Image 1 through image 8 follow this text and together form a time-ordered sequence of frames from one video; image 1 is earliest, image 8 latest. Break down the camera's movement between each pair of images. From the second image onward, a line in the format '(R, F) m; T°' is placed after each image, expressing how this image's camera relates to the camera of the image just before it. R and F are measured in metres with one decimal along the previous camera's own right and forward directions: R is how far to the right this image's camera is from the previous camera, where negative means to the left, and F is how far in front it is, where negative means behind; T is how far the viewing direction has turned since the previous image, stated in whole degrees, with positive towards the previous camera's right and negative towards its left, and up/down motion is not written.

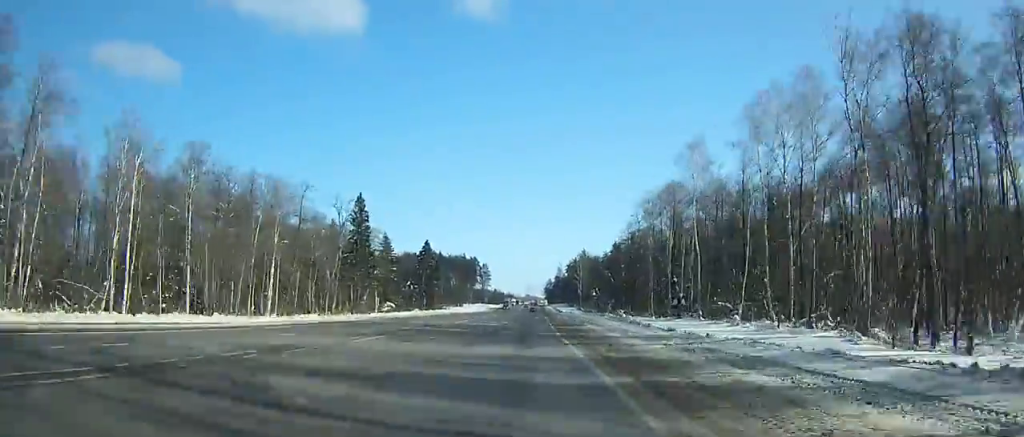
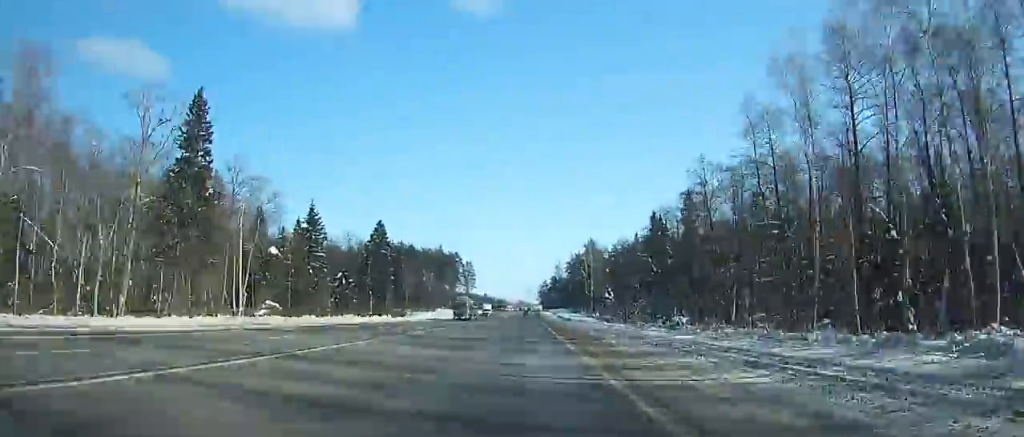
(+0.1, +62.6) m; 0°
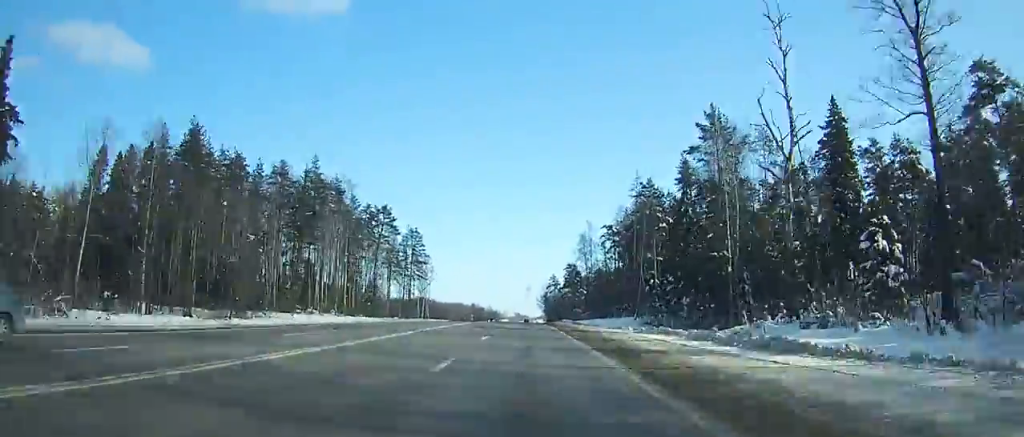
(+0.9, +154.3) m; +1°
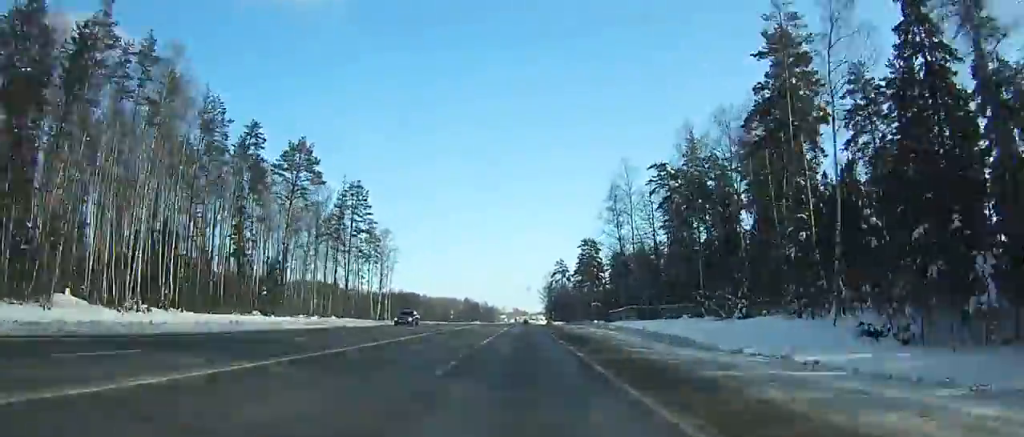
(+0.1, +60.3) m; 0°
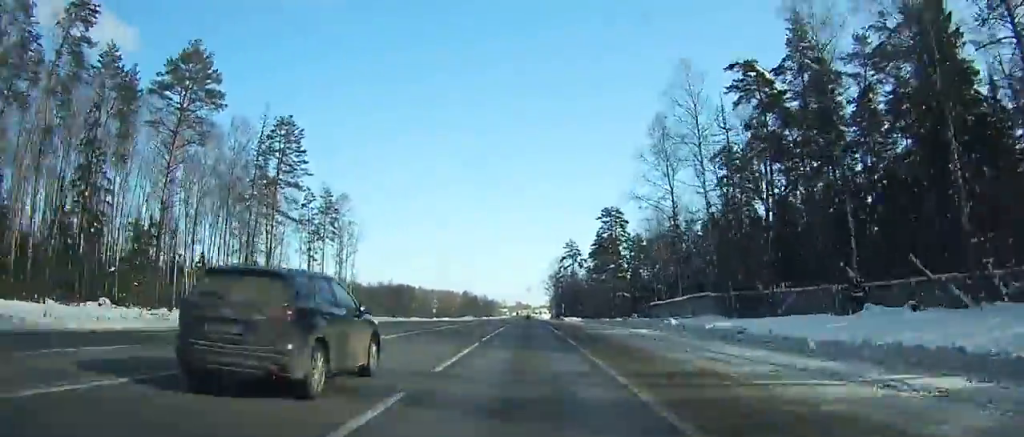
(0.0, +36.2) m; 0°
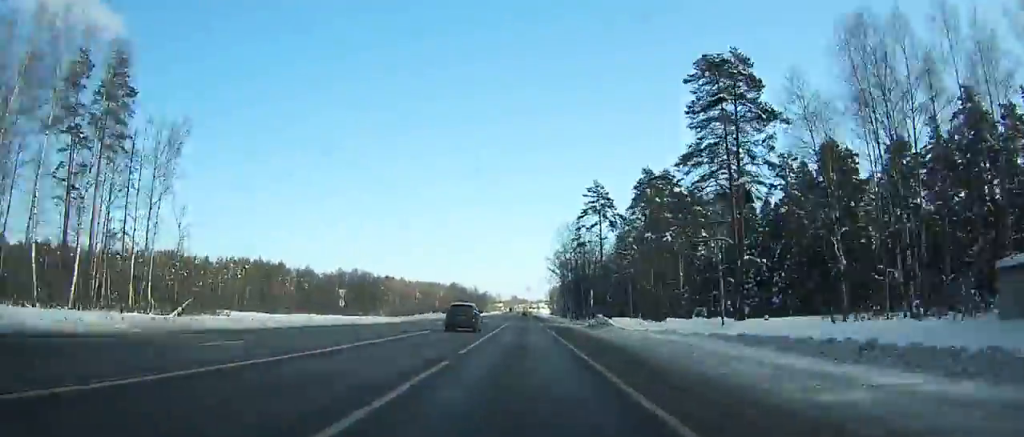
(0.0, +65.7) m; 0°
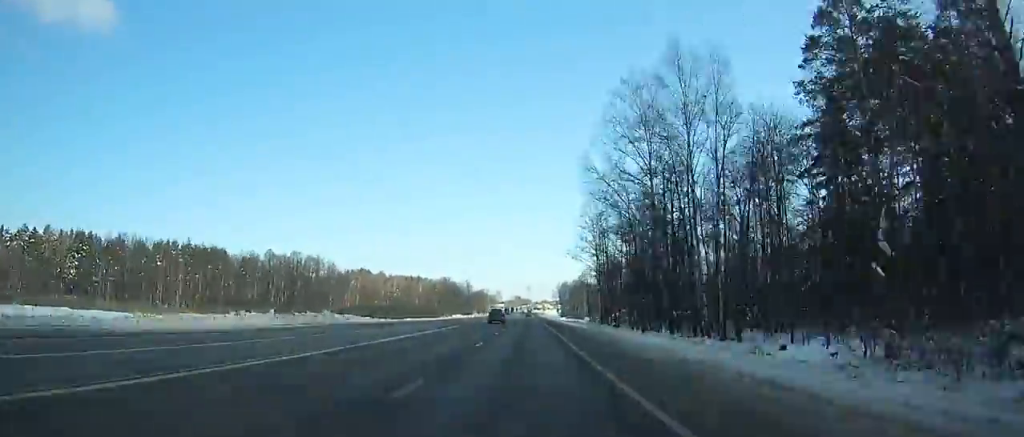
(-0.6, +78.7) m; 0°
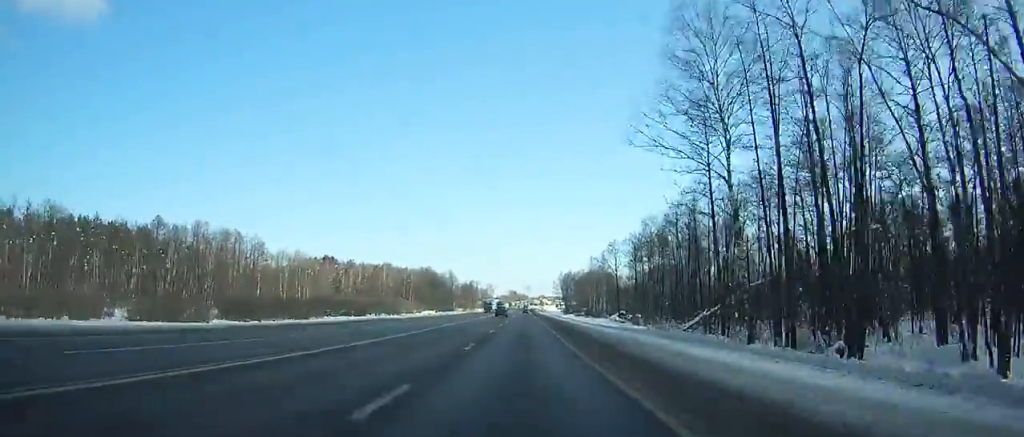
(0.0, +62.1) m; 0°
